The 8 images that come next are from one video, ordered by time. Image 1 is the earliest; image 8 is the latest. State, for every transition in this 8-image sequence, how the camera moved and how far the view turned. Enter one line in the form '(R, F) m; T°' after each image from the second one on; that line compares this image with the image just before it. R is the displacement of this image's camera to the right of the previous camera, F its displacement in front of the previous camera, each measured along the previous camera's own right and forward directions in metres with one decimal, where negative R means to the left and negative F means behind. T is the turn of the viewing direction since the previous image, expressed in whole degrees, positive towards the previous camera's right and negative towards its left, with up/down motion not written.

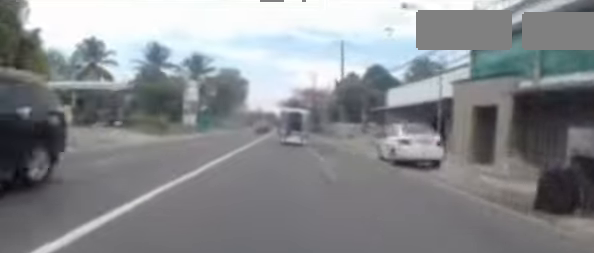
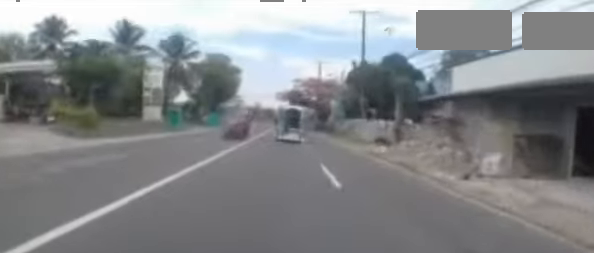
(-0.5, +11.0) m; -3°
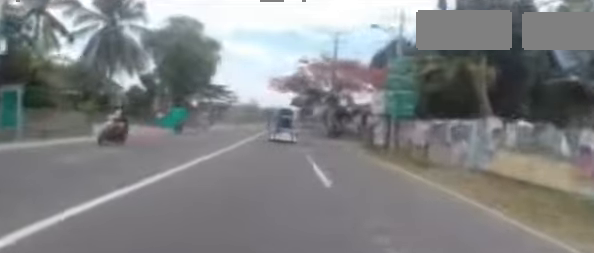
(+0.2, +18.4) m; +2°
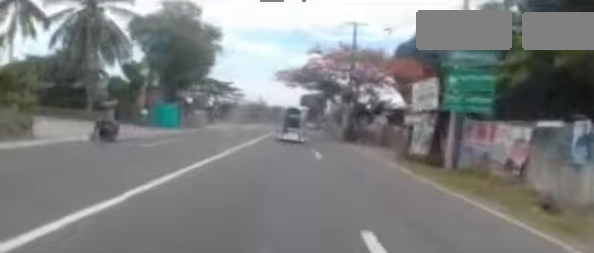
(-0.1, +5.3) m; -1°
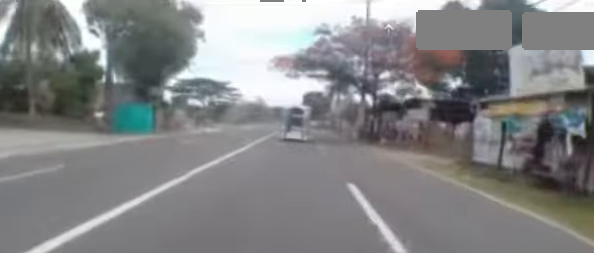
(0.0, +6.7) m; -1°
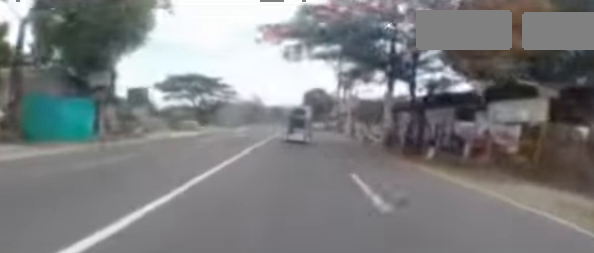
(-0.3, +7.9) m; +2°
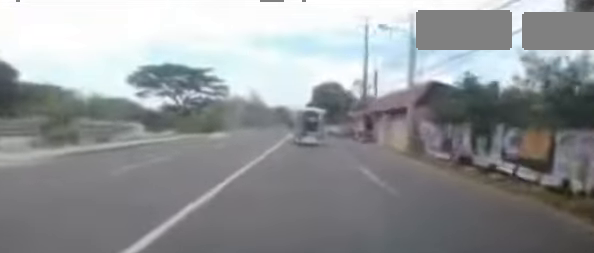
(+0.7, +15.2) m; 0°
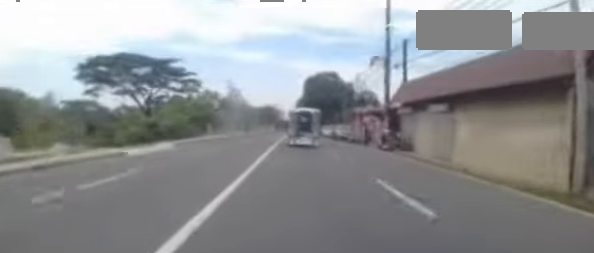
(-0.6, +11.3) m; -3°
